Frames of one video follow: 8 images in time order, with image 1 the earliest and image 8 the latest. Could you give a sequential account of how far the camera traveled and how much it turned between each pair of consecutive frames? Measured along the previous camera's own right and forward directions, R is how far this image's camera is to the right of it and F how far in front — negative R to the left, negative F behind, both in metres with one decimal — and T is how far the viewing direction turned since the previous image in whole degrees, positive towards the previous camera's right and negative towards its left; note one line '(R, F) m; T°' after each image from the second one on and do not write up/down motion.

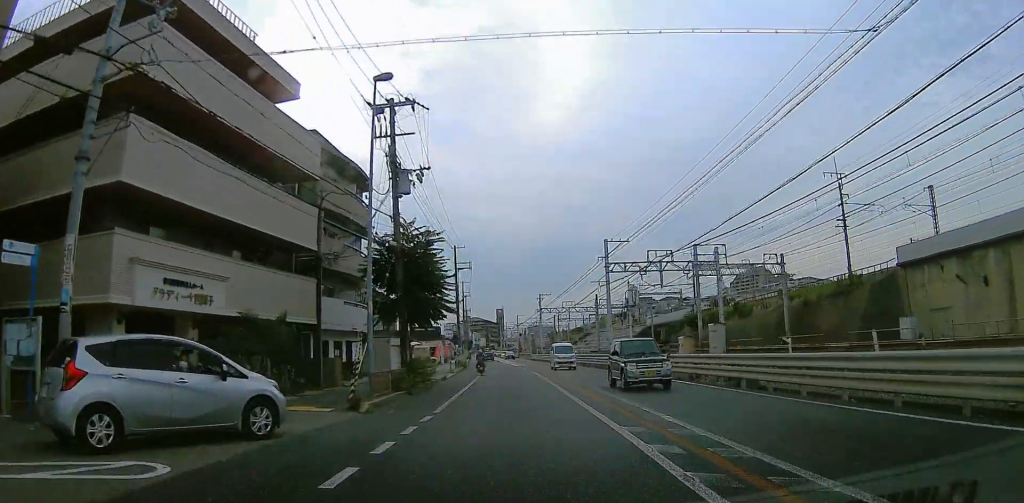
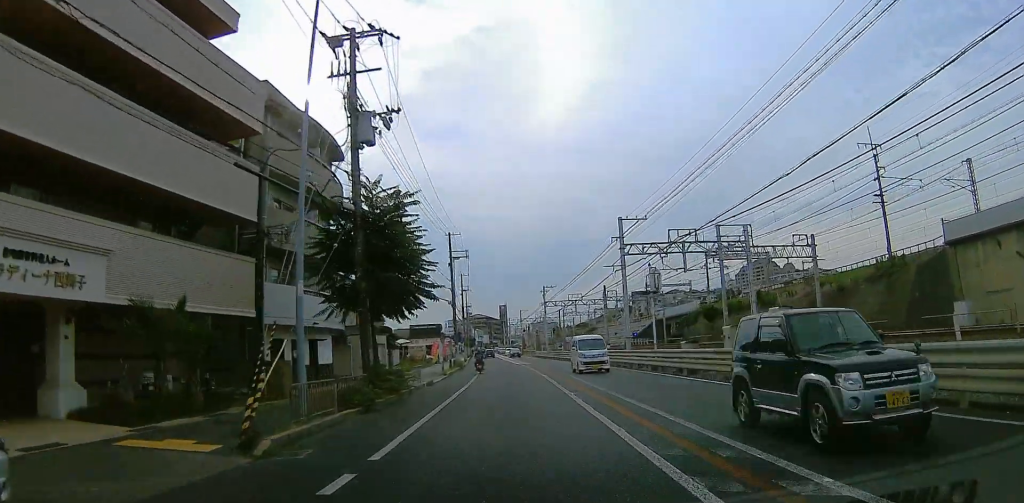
(+0.6, +5.8) m; -1°
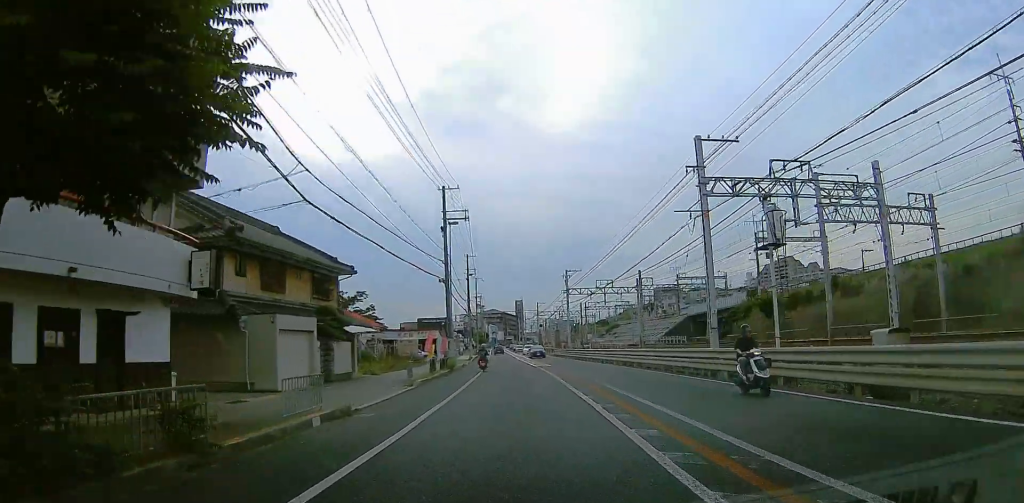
(-1.3, +14.1) m; -5°
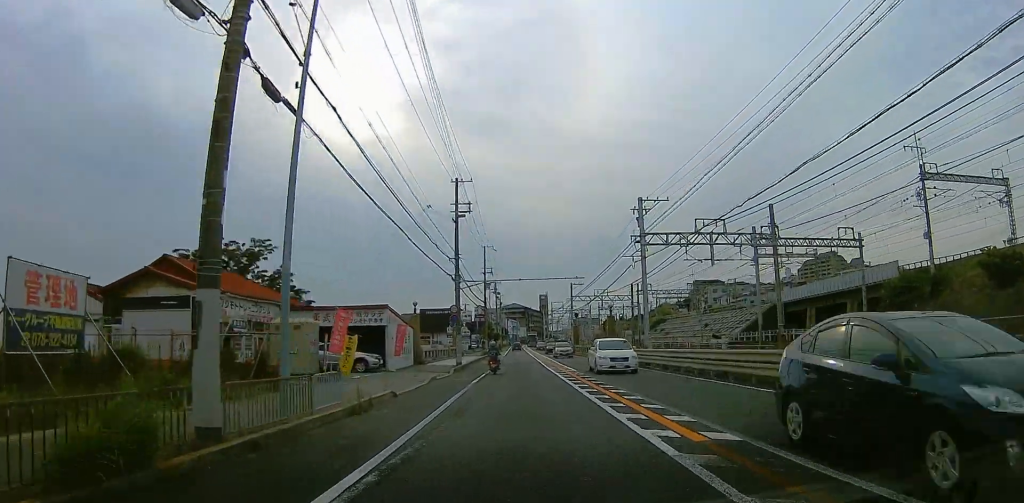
(+1.7, +32.7) m; 0°
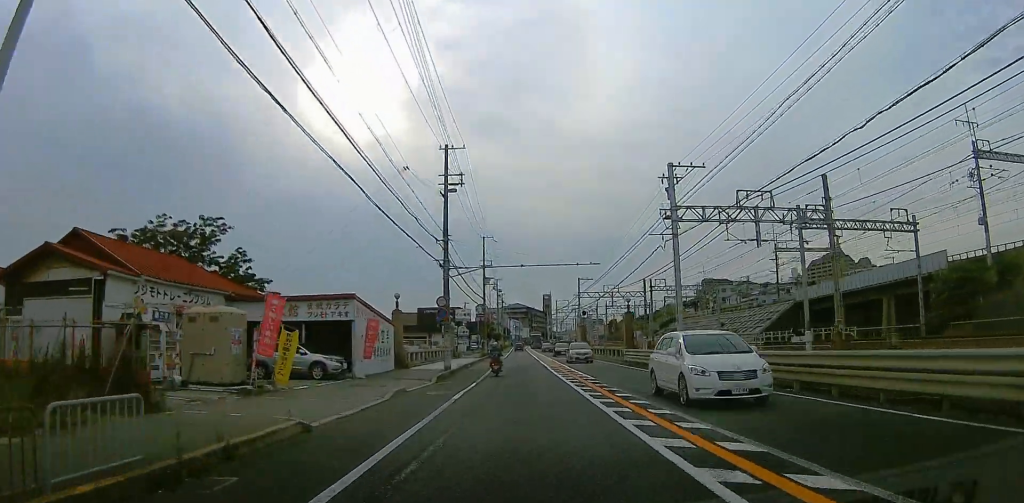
(-0.5, +7.1) m; -3°
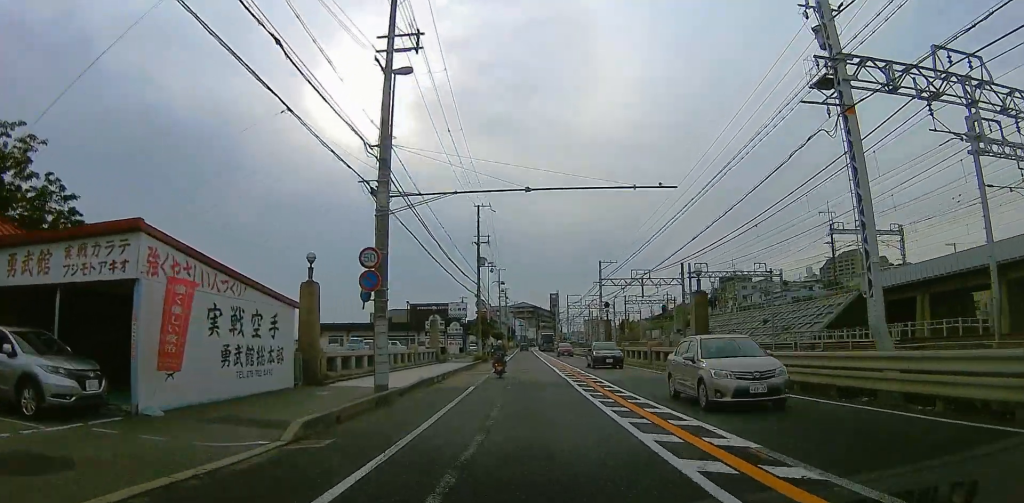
(-0.4, +16.1) m; 0°
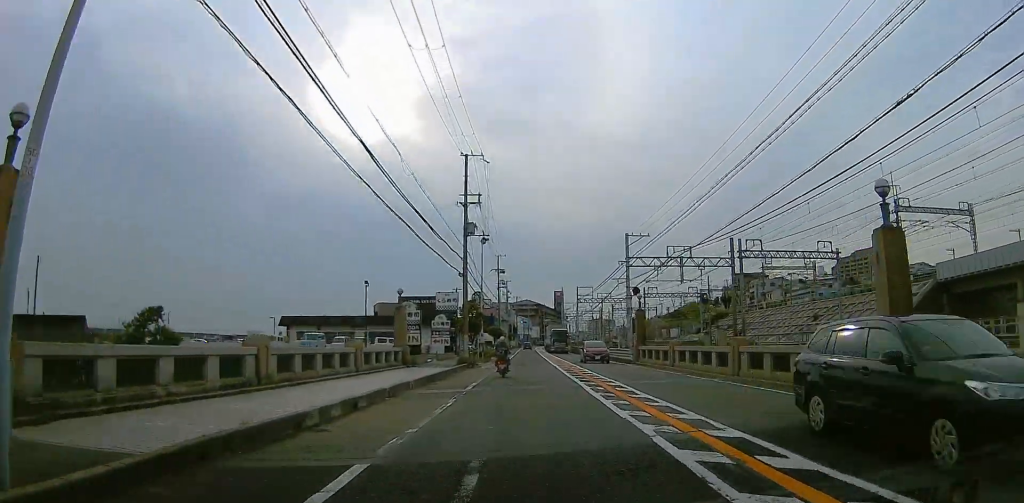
(+0.5, +14.1) m; 0°
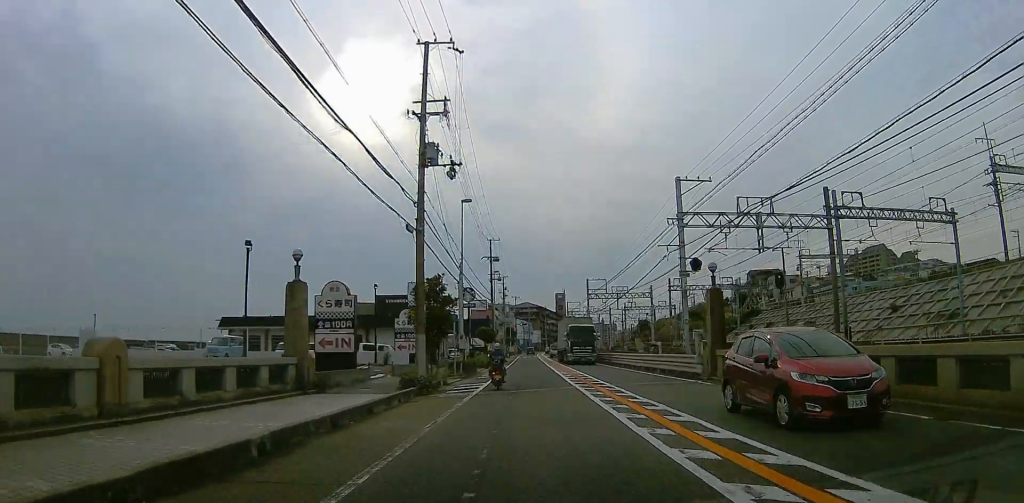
(-0.4, +16.2) m; 0°
